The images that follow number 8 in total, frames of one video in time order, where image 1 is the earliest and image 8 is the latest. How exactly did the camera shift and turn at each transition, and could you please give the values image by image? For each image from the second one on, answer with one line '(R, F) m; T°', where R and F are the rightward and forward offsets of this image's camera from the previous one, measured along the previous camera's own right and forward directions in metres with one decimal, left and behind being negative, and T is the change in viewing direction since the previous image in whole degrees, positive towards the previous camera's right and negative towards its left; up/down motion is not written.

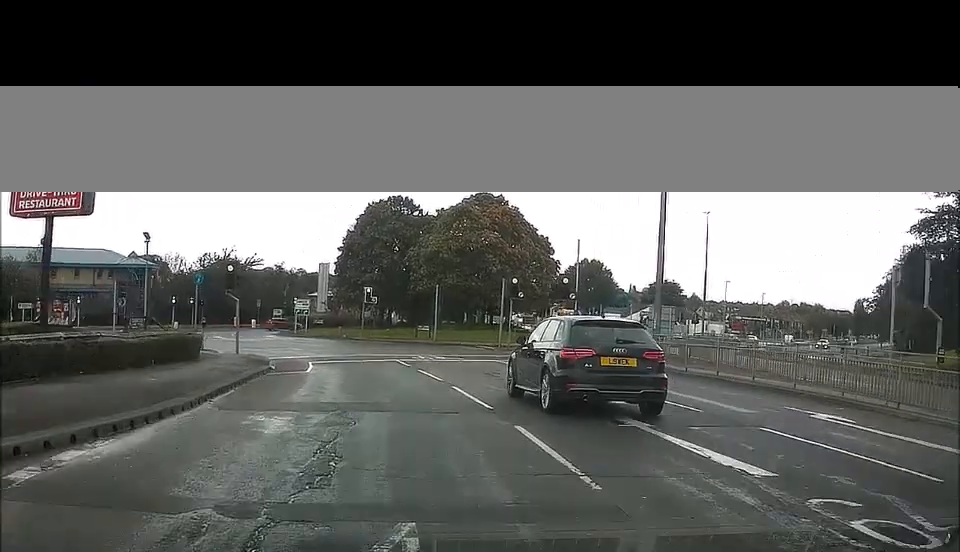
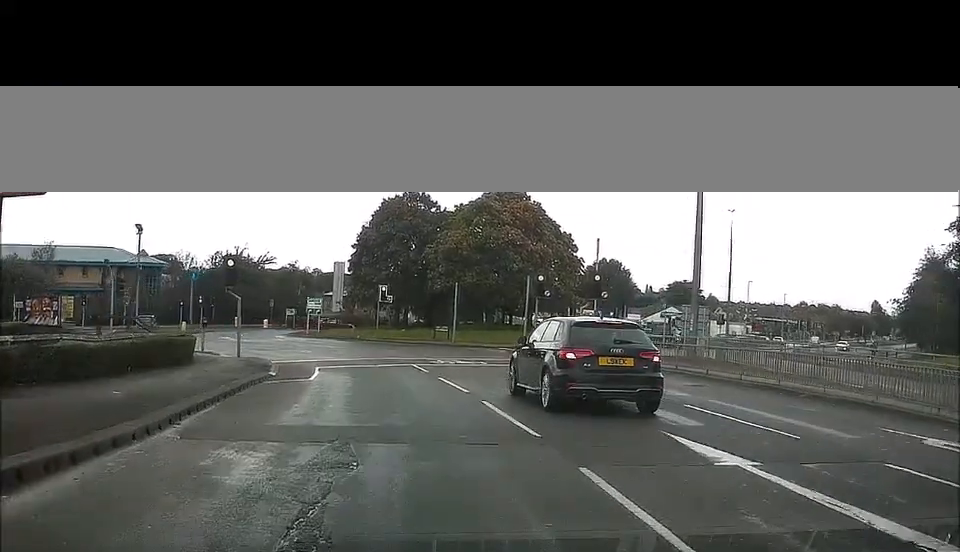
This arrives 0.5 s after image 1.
(0.0, +2.7) m; -3°
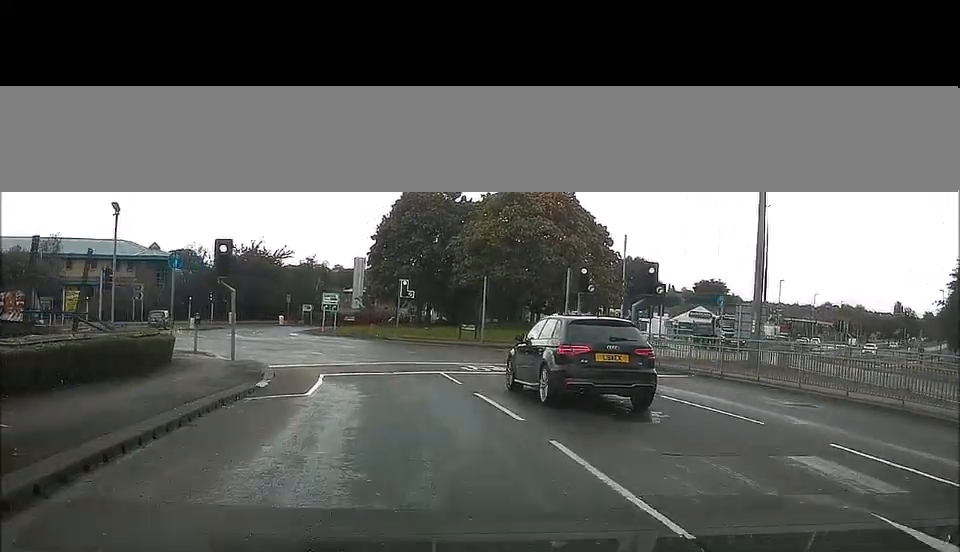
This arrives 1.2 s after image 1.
(0.0, +4.5) m; -6°
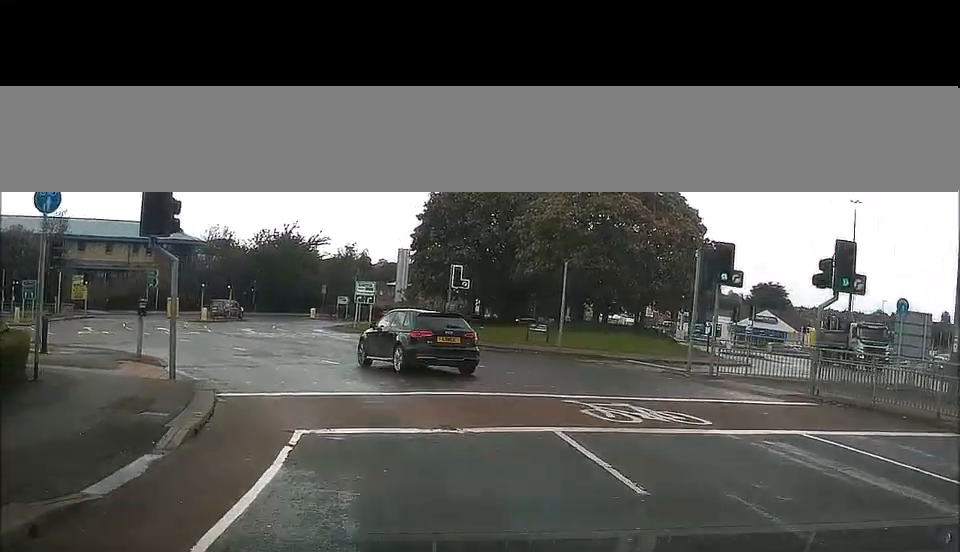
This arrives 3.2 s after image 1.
(-1.4, +12.8) m; -5°
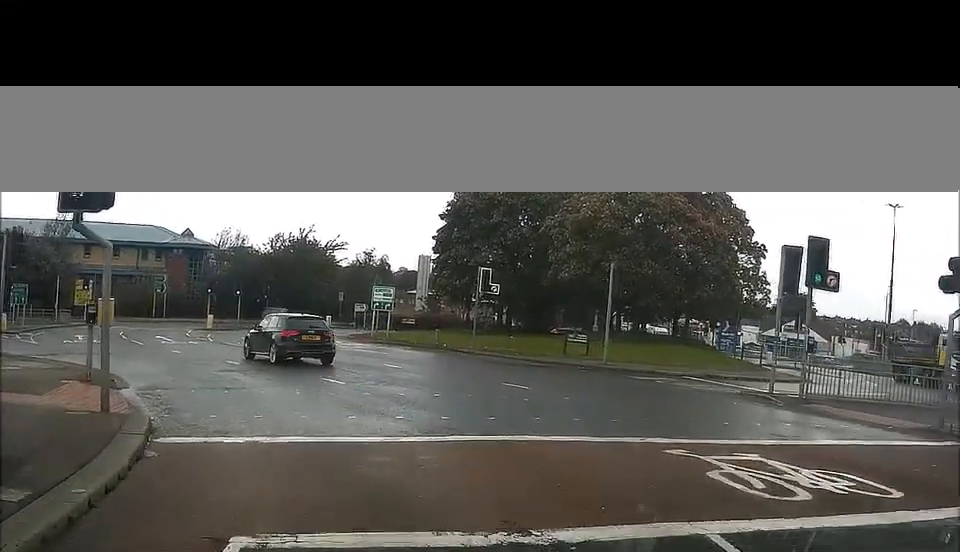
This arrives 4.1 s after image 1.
(+0.2, +4.2) m; -1°
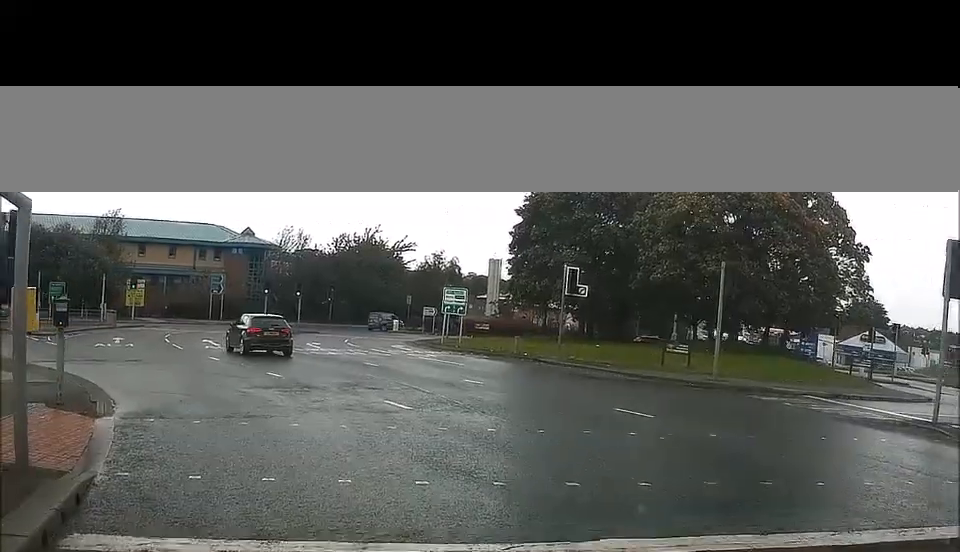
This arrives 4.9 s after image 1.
(-0.2, +2.1) m; -7°
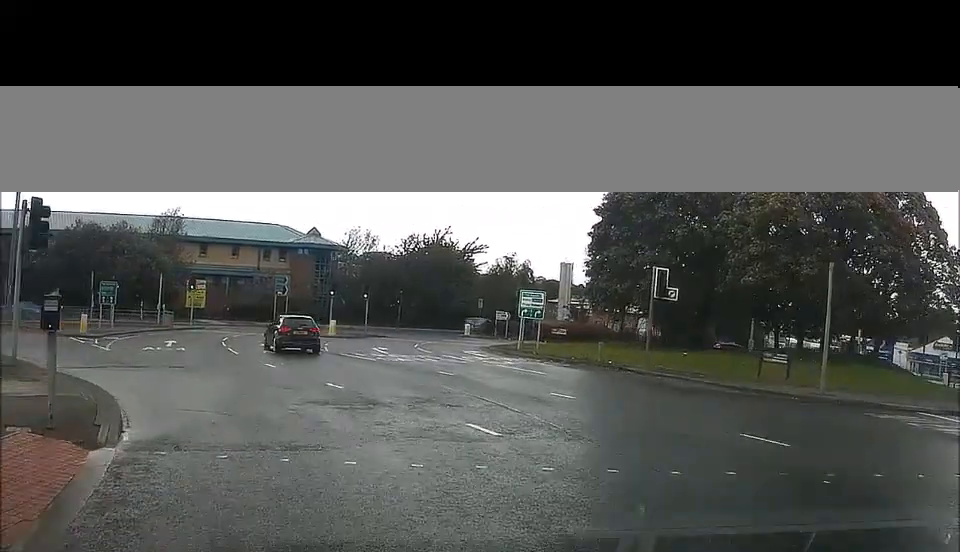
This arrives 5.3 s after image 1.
(-0.1, +1.7) m; -4°
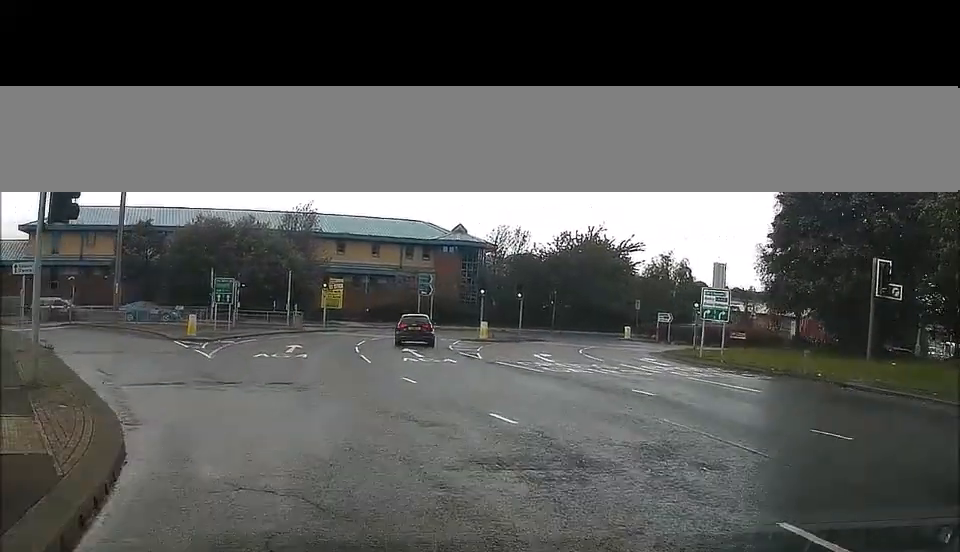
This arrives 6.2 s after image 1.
(-0.1, +4.5) m; -6°
